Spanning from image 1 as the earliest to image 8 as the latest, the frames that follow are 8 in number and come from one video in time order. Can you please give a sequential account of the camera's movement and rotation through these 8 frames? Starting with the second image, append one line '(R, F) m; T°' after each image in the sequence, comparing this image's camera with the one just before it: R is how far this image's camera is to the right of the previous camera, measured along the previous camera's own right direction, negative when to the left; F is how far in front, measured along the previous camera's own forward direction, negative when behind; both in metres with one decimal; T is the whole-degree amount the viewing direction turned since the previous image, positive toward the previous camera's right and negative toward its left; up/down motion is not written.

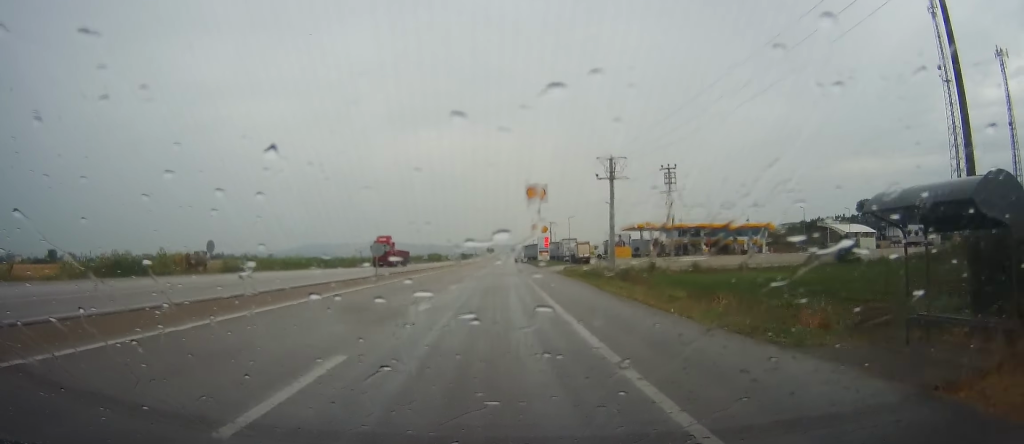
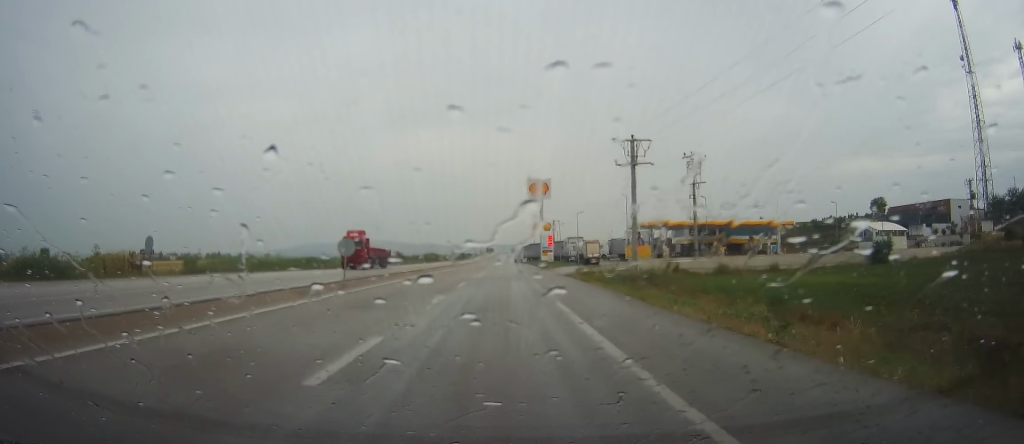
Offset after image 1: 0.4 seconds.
(0.0, +8.6) m; +1°
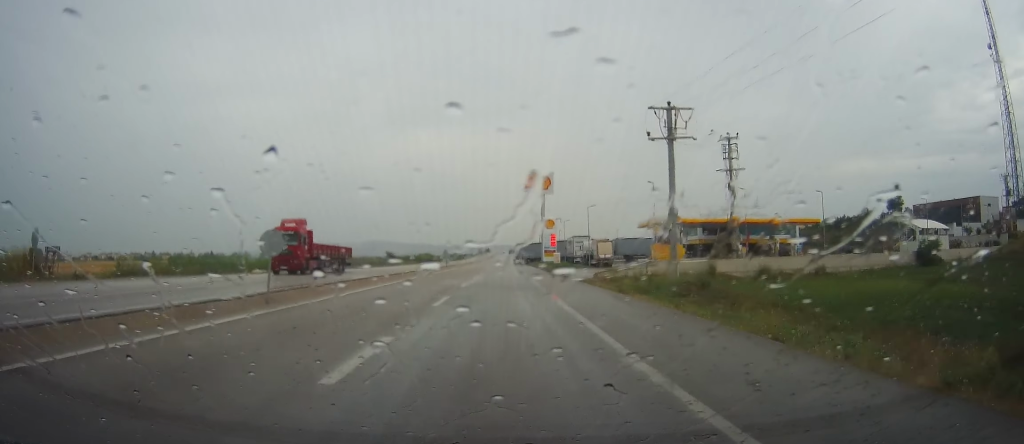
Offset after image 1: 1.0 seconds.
(-0.1, +11.6) m; +1°
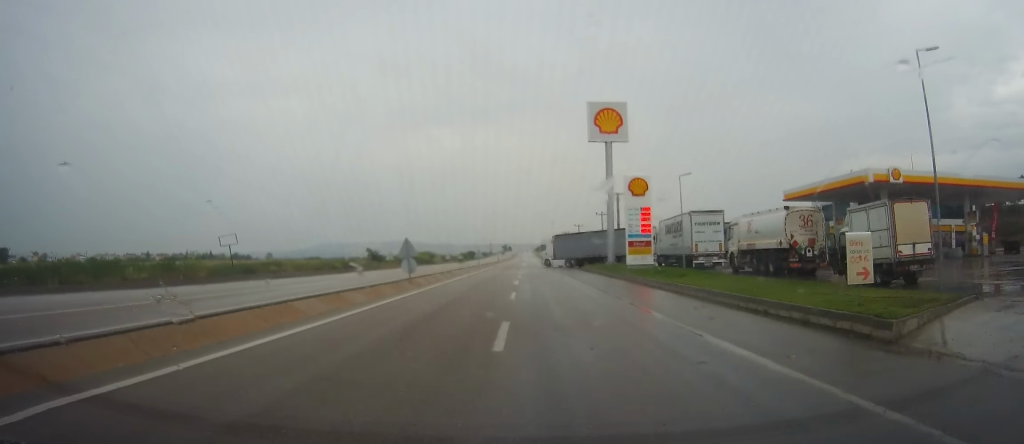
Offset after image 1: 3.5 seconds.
(0.0, +53.5) m; -1°
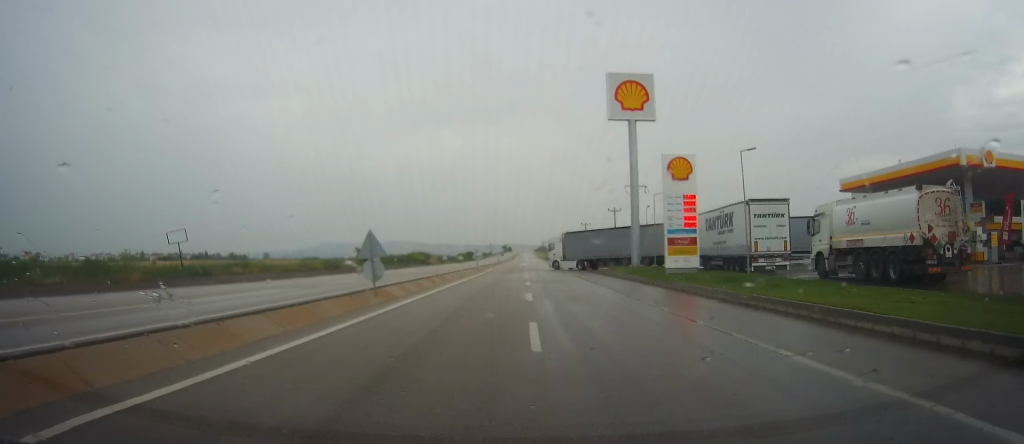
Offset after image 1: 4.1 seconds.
(+0.3, +10.9) m; 0°
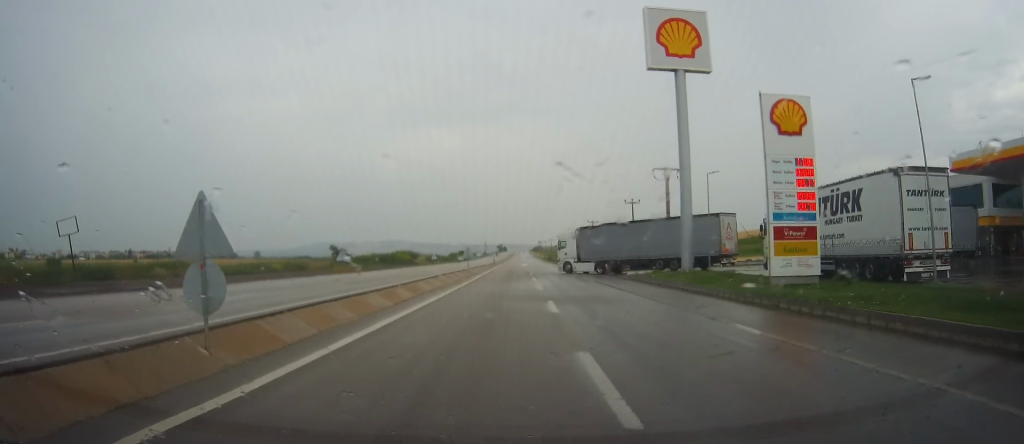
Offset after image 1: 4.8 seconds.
(-0.4, +16.0) m; 0°
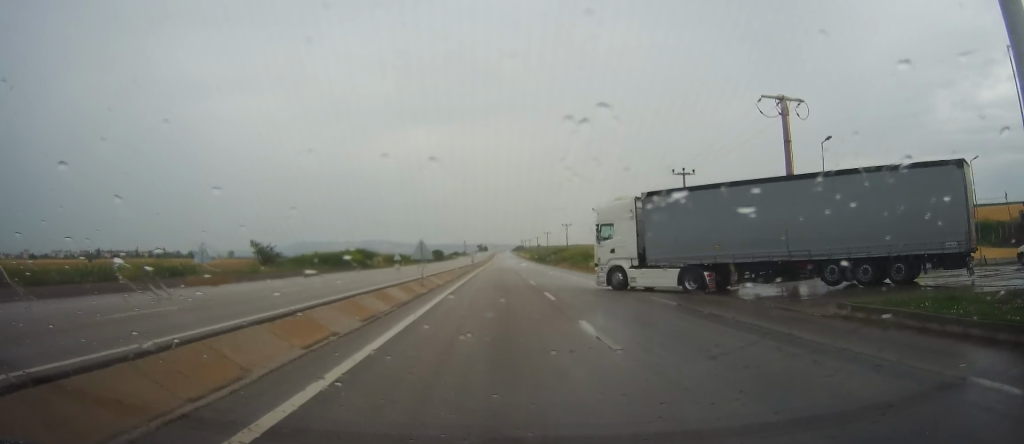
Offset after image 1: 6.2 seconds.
(+0.4, +29.0) m; 0°
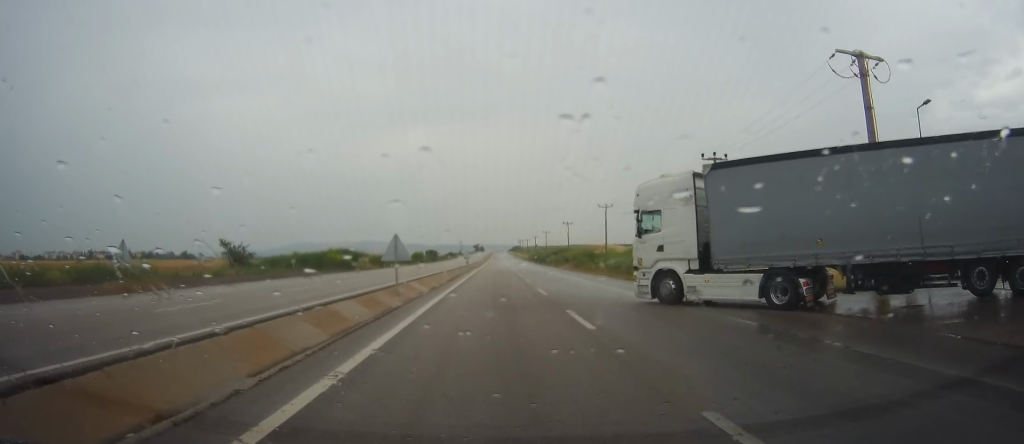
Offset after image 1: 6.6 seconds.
(-0.2, +8.9) m; +1°
